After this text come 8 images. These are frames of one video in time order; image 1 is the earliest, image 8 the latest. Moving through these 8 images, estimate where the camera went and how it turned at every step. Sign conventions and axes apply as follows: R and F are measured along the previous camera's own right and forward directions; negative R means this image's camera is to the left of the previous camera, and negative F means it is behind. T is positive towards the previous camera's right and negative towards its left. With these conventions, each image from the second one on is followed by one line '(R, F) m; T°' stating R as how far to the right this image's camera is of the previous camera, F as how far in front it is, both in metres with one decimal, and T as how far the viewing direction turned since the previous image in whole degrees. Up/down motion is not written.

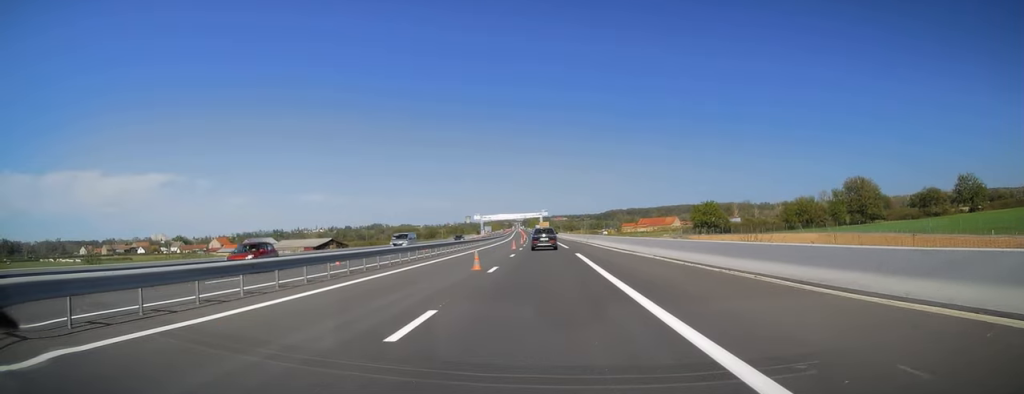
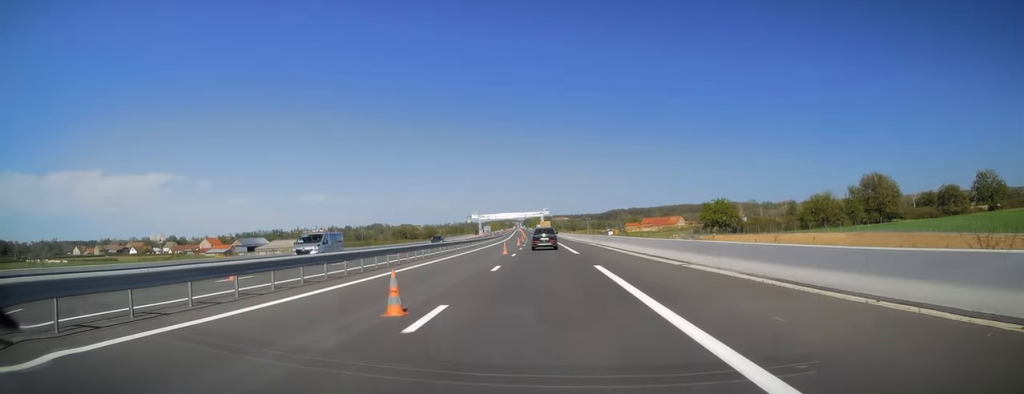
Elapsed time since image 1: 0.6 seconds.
(-0.1, +12.4) m; 0°
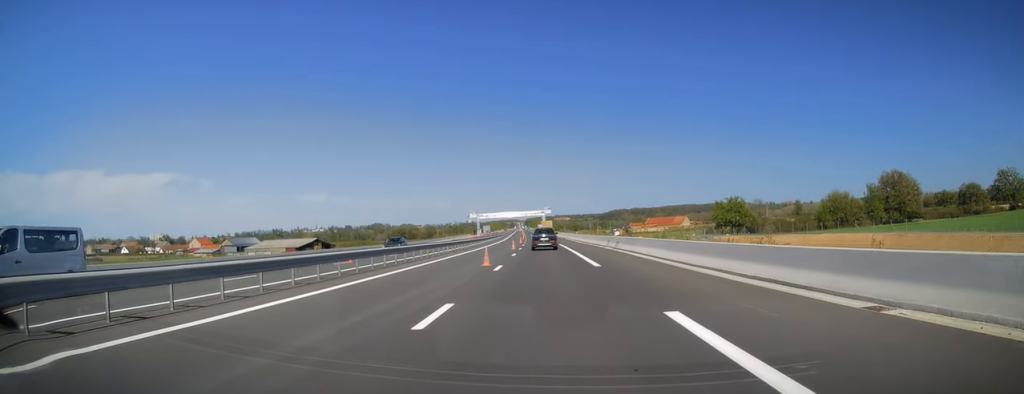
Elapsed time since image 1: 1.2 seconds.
(-0.3, +12.7) m; 0°
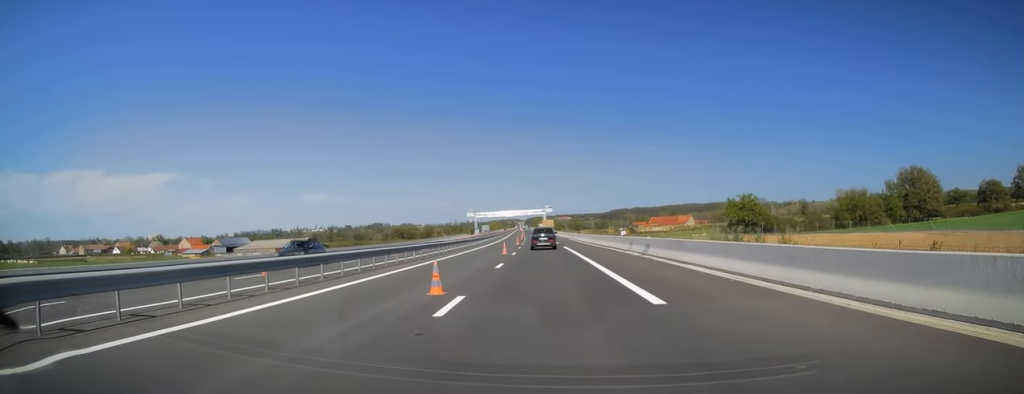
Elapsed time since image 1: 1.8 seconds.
(+0.2, +11.7) m; 0°
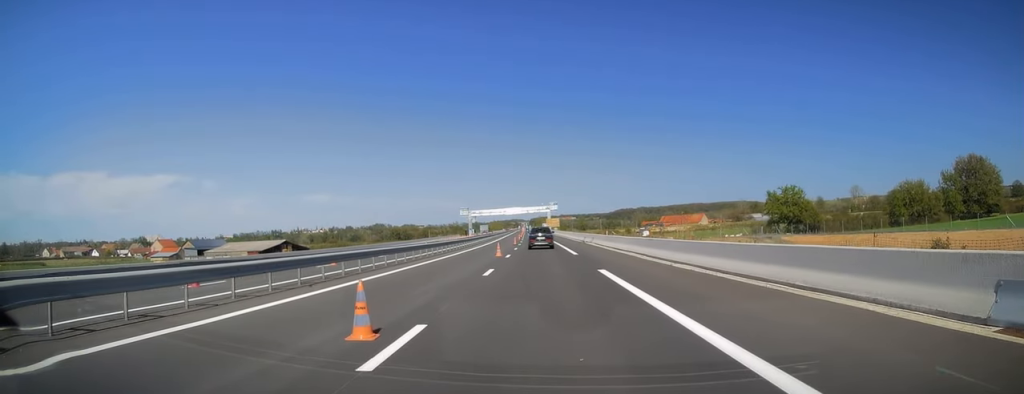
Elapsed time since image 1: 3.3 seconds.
(-0.2, +29.8) m; -1°
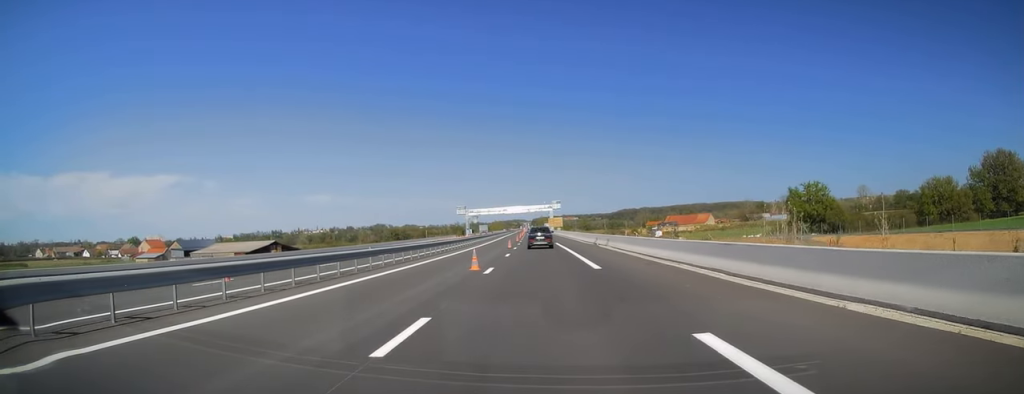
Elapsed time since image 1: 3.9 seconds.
(0.0, +12.3) m; 0°
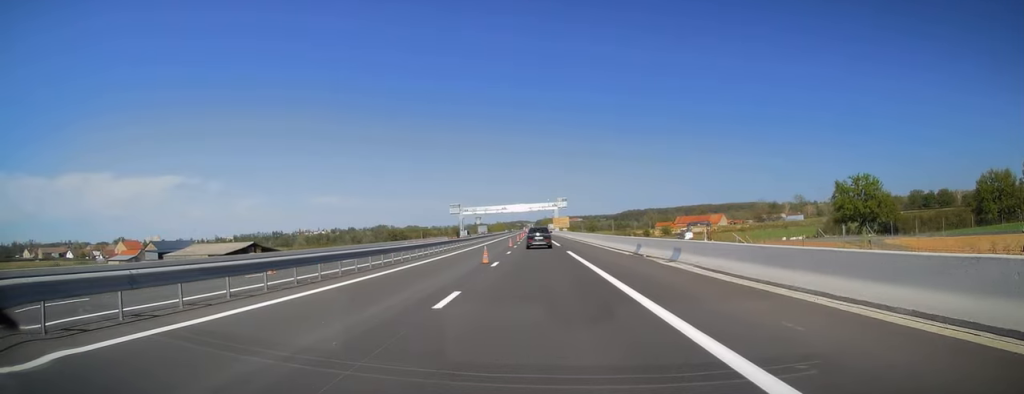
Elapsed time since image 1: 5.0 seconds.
(0.0, +21.7) m; 0°
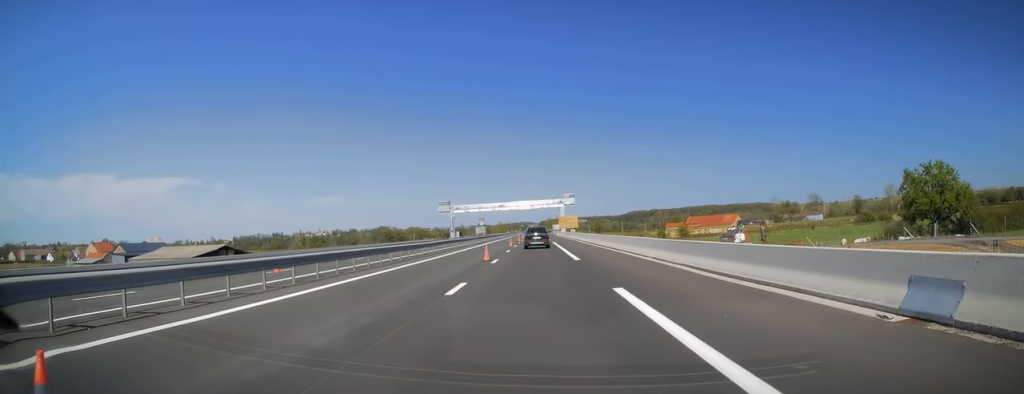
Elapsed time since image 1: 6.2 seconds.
(0.0, +23.7) m; 0°
